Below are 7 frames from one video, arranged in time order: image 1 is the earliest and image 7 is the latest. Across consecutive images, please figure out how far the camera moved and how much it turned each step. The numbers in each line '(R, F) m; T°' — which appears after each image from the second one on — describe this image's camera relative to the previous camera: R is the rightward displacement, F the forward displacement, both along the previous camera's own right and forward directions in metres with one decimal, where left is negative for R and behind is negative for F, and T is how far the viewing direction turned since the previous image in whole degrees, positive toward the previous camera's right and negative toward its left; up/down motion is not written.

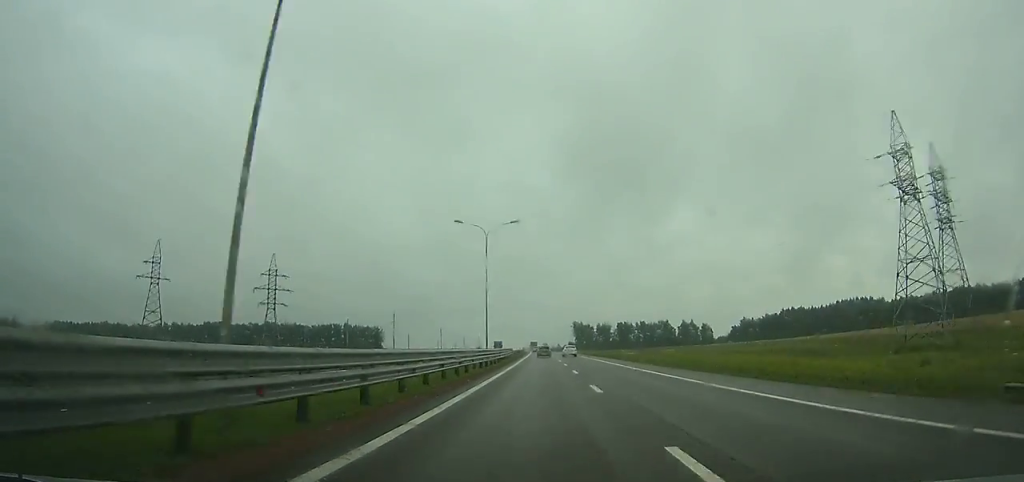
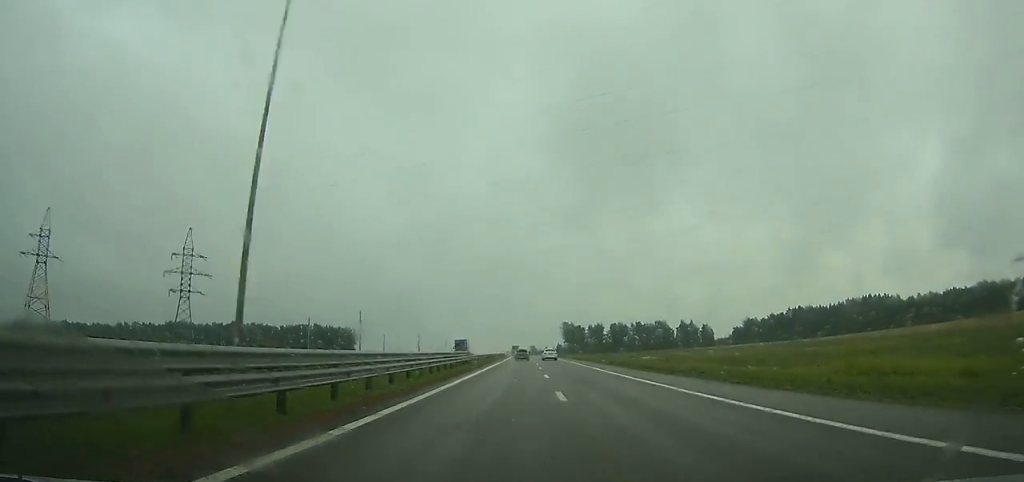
(0.0, +38.7) m; 0°
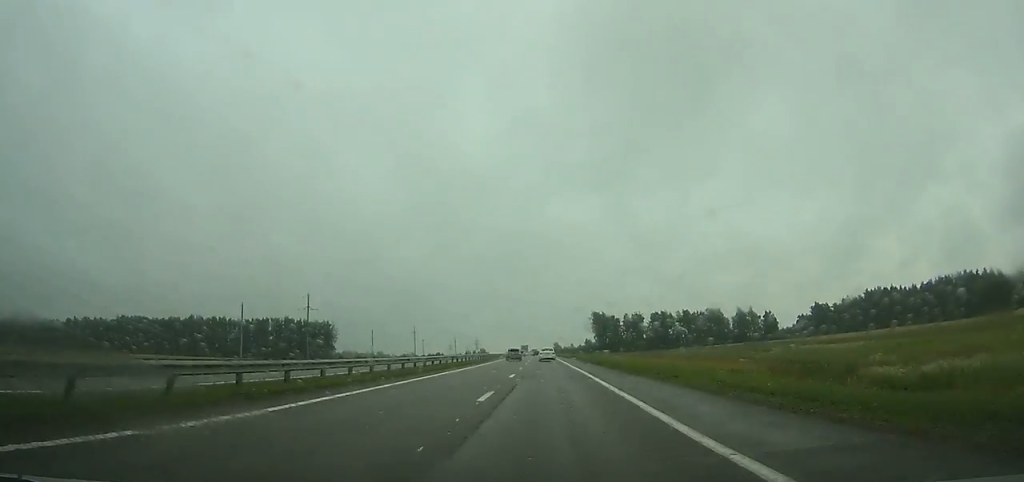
(-0.2, +84.0) m; -1°
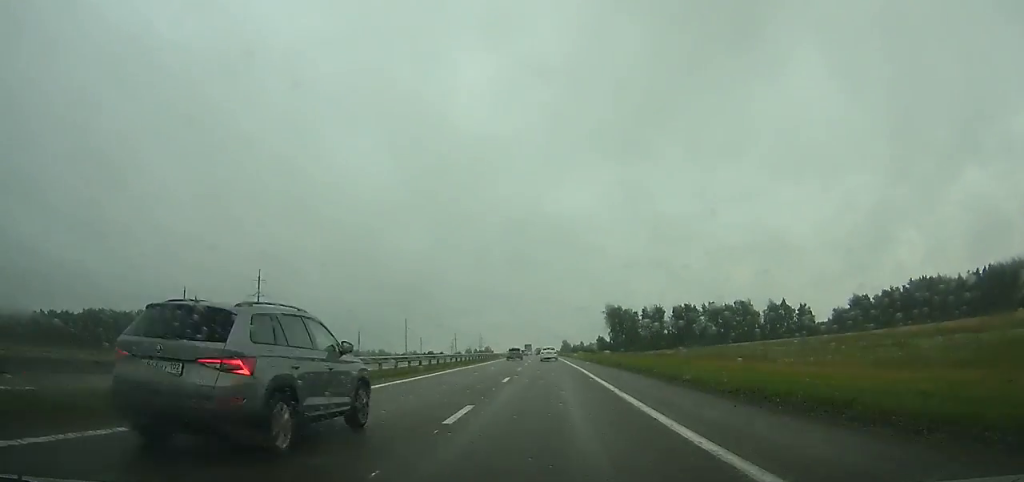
(-0.7, +40.2) m; -1°
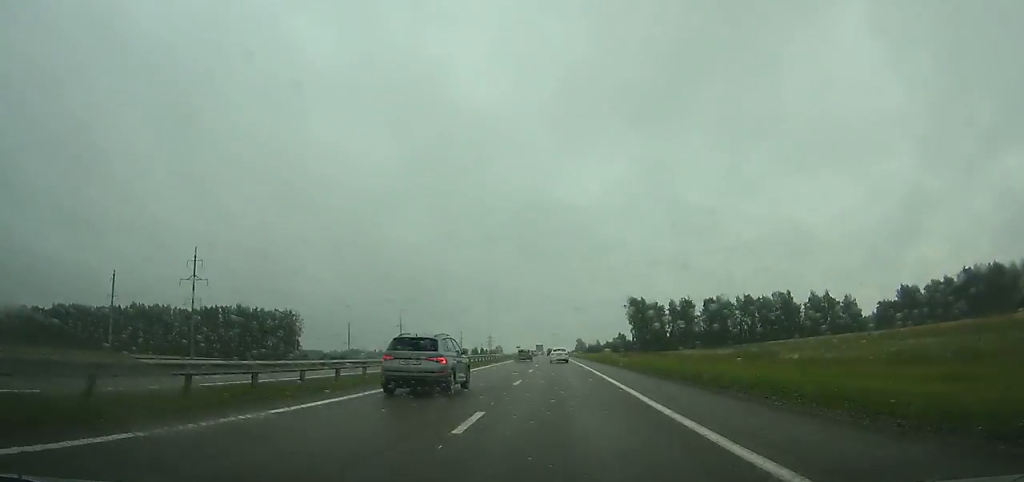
(-0.2, +37.6) m; -1°
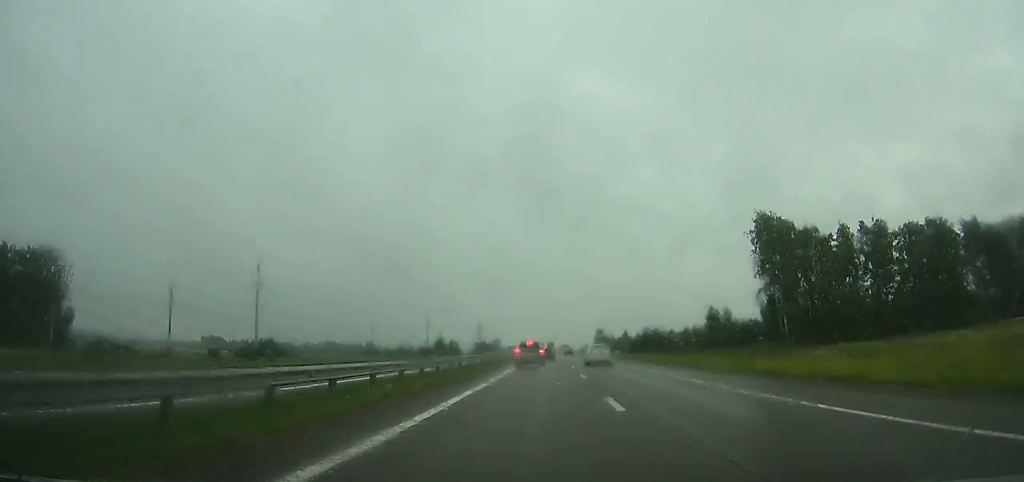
(-2.4, +148.1) m; 0°
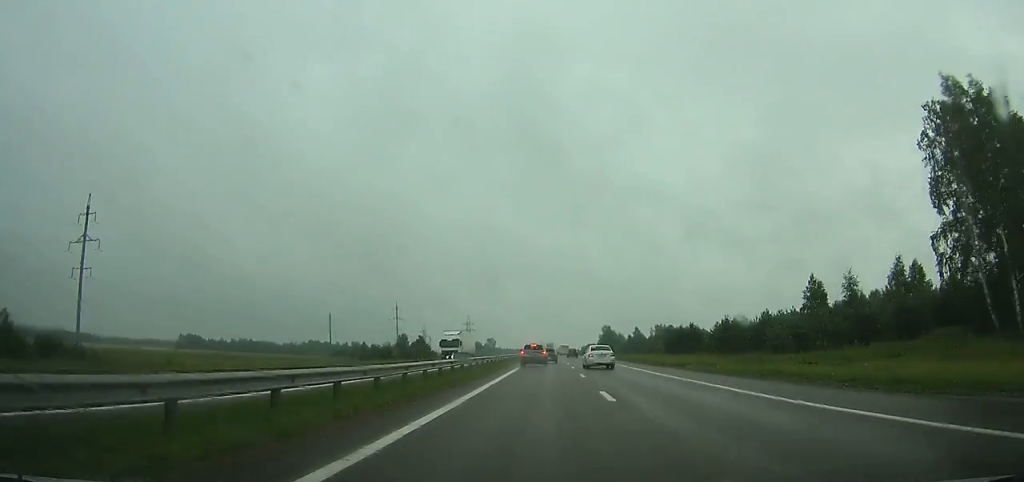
(+0.3, +54.5) m; 0°
